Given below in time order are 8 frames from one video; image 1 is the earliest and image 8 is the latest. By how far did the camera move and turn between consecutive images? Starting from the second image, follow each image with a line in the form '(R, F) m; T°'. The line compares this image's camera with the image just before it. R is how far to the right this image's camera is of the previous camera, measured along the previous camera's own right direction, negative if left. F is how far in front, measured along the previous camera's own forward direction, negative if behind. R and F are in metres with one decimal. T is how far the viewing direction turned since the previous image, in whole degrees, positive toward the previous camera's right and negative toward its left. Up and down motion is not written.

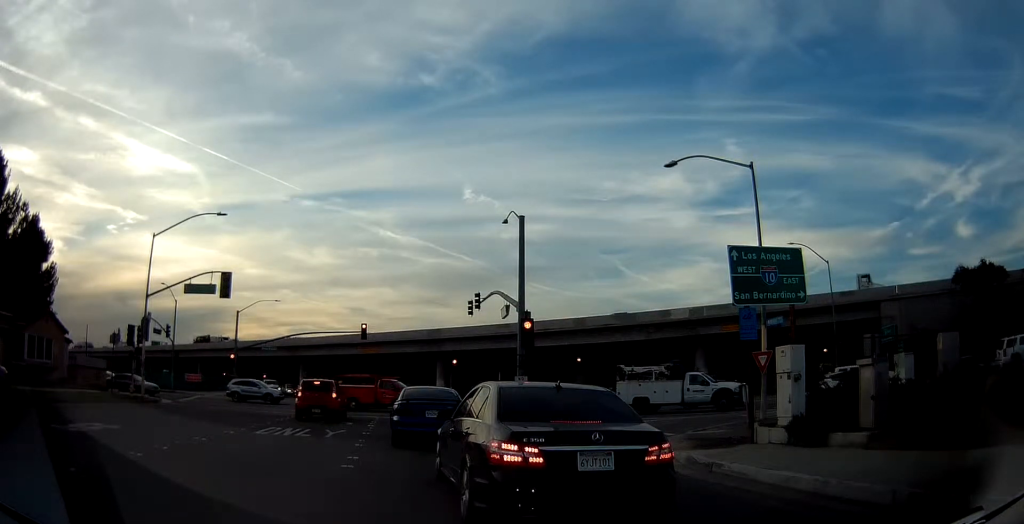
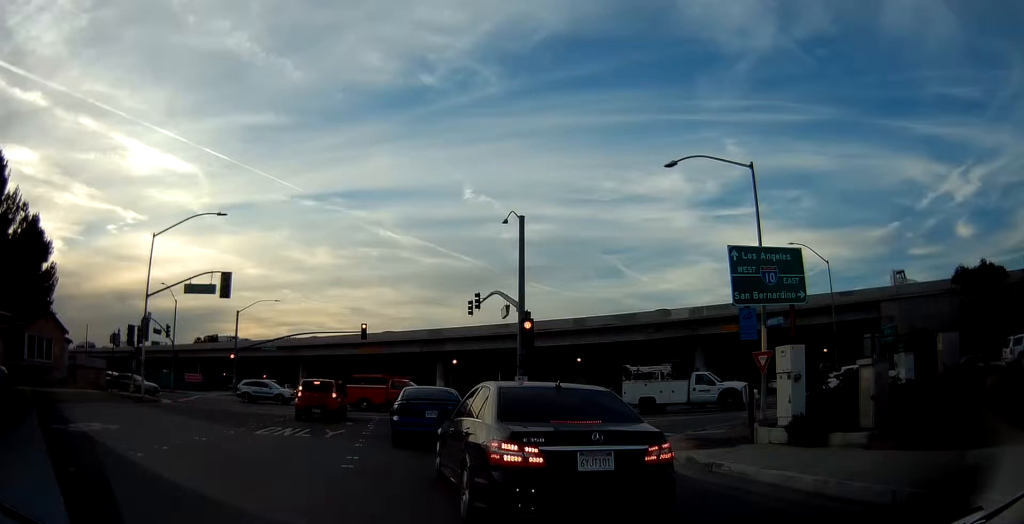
(0.0, 0.0) m; 0°
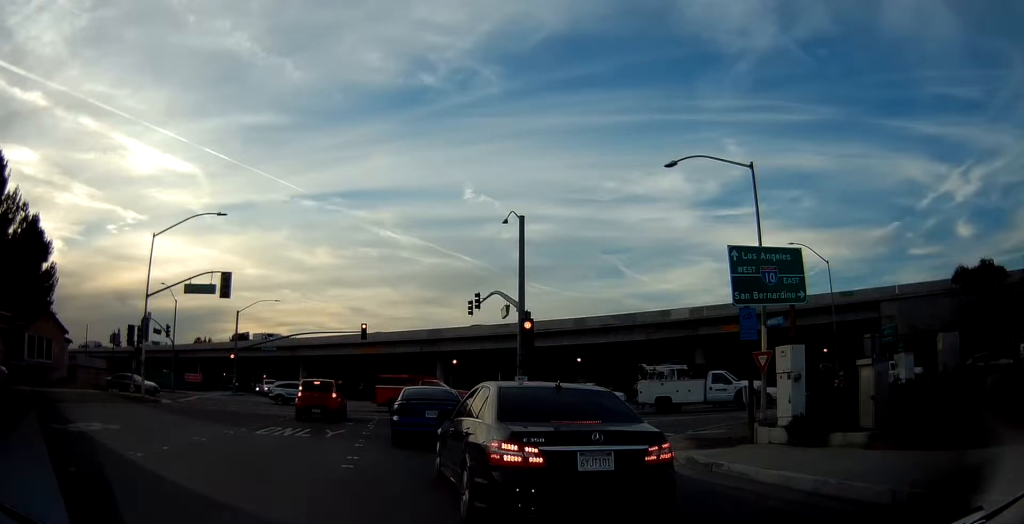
(0.0, 0.0) m; 0°
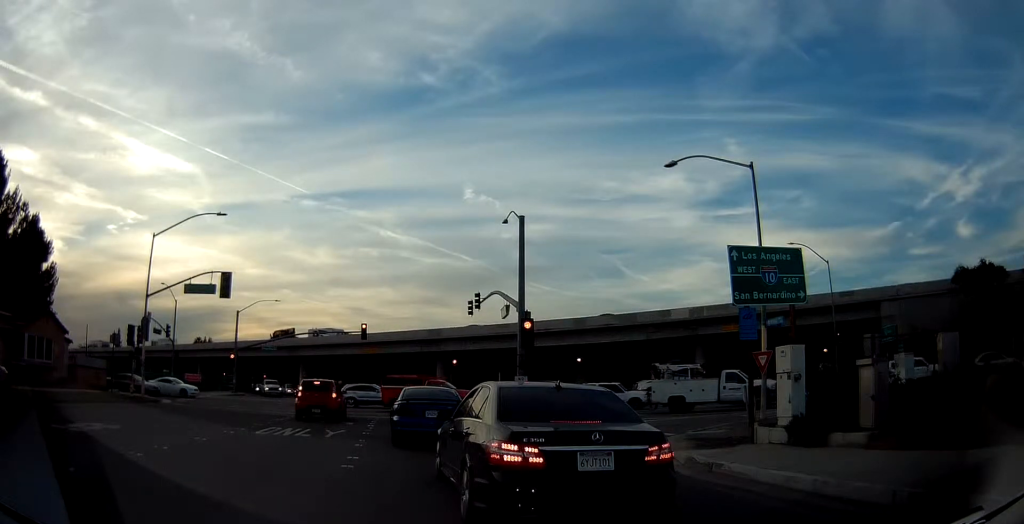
(0.0, 0.0) m; 0°
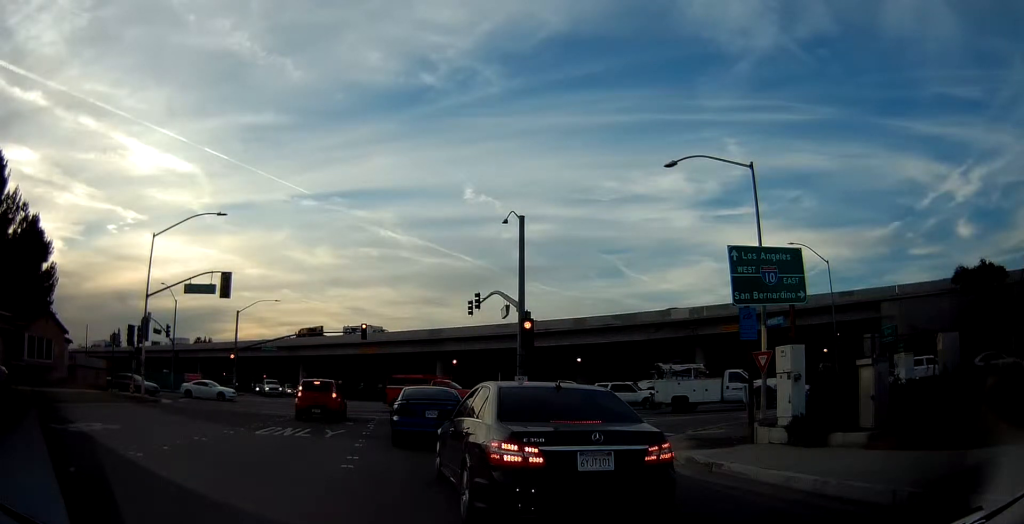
(0.0, 0.0) m; 0°
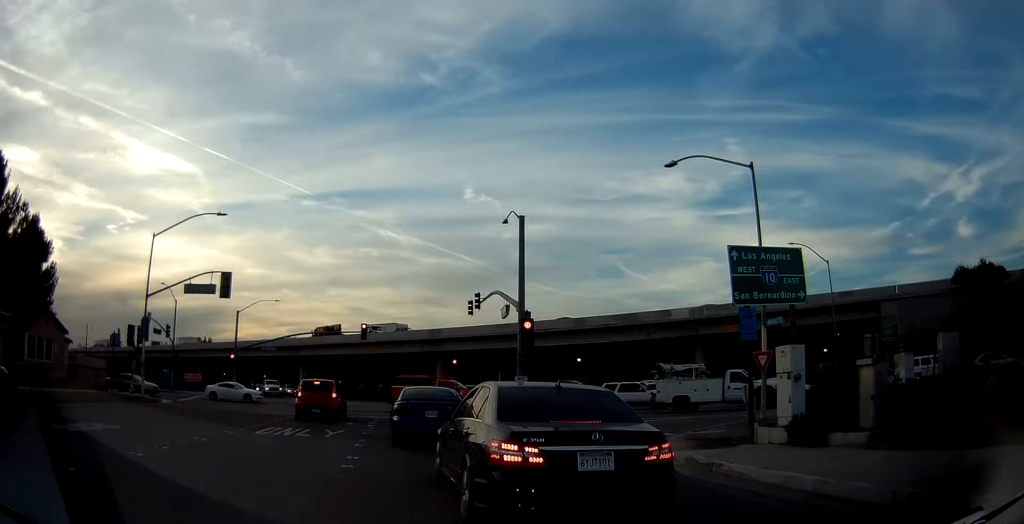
(0.0, 0.0) m; 0°
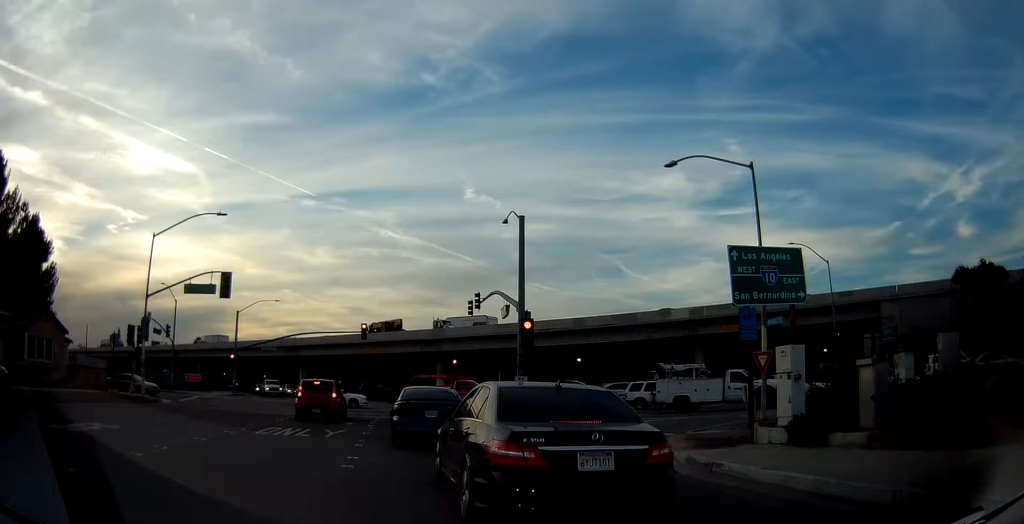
(0.0, 0.0) m; 0°
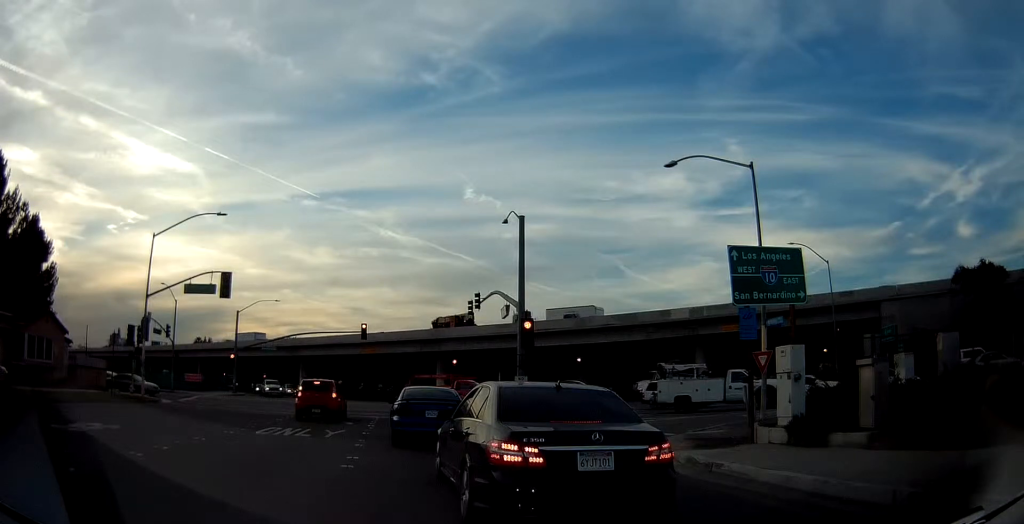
(0.0, 0.0) m; 0°
